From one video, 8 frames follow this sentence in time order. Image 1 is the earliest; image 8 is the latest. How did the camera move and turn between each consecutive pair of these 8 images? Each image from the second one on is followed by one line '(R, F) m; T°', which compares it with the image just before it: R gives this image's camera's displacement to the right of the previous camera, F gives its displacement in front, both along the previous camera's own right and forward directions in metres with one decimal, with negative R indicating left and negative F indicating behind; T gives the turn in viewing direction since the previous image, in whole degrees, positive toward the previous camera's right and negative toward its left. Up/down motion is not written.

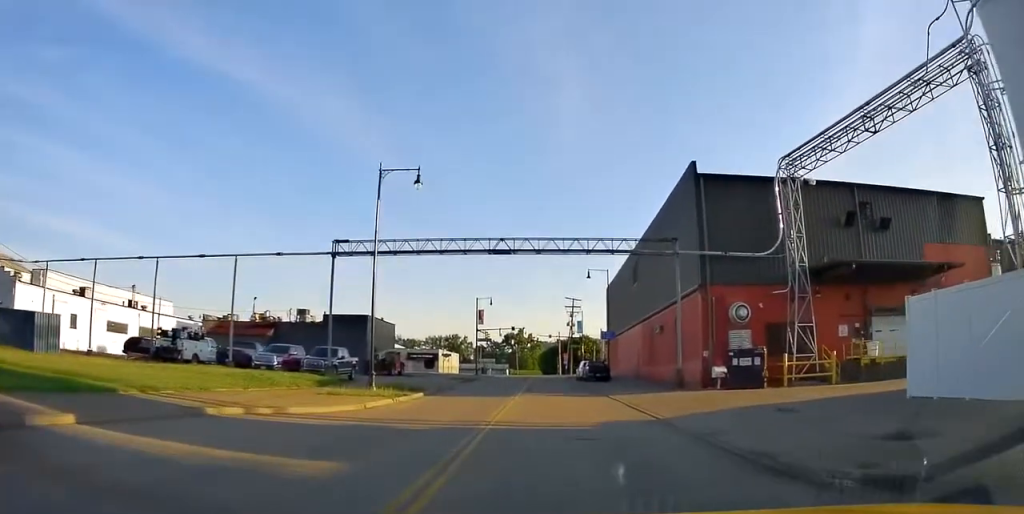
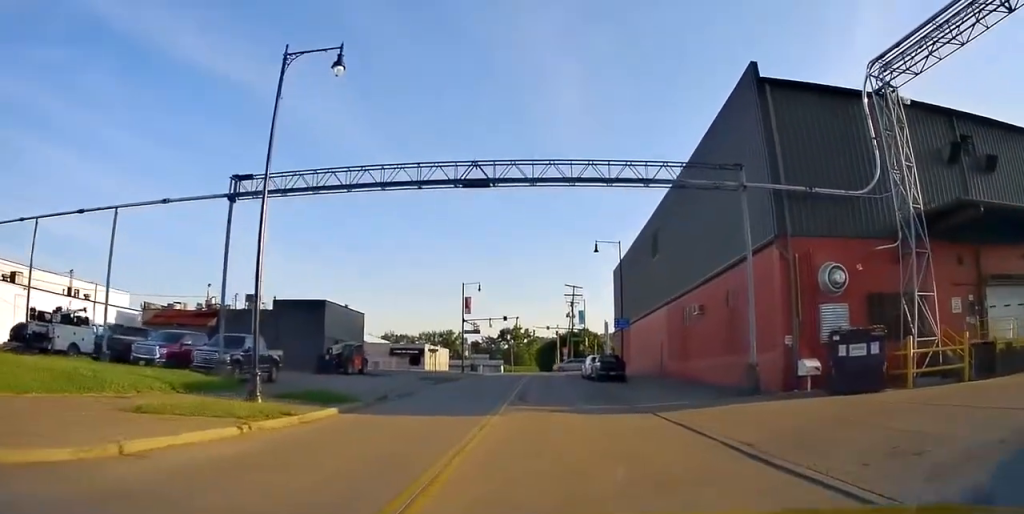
(-0.4, +9.6) m; -2°
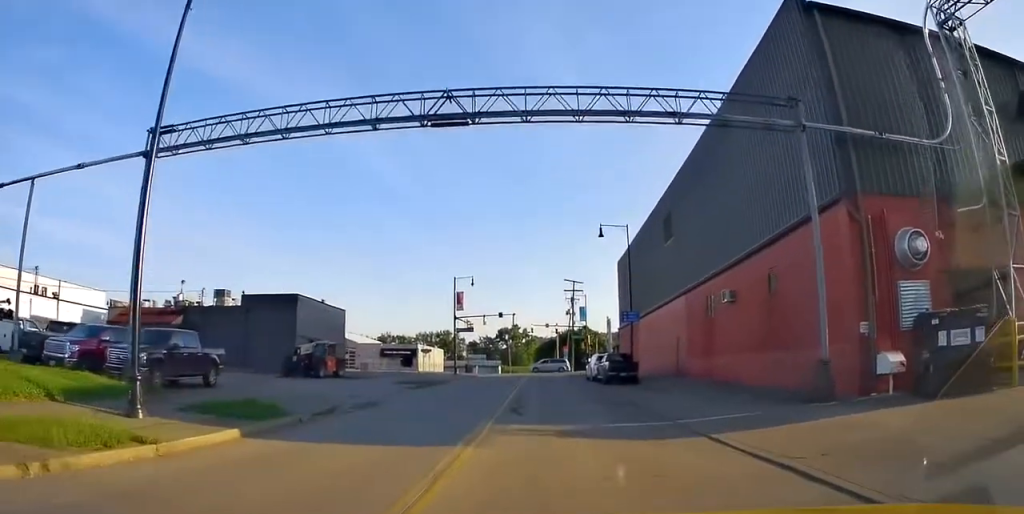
(0.0, +4.8) m; 0°
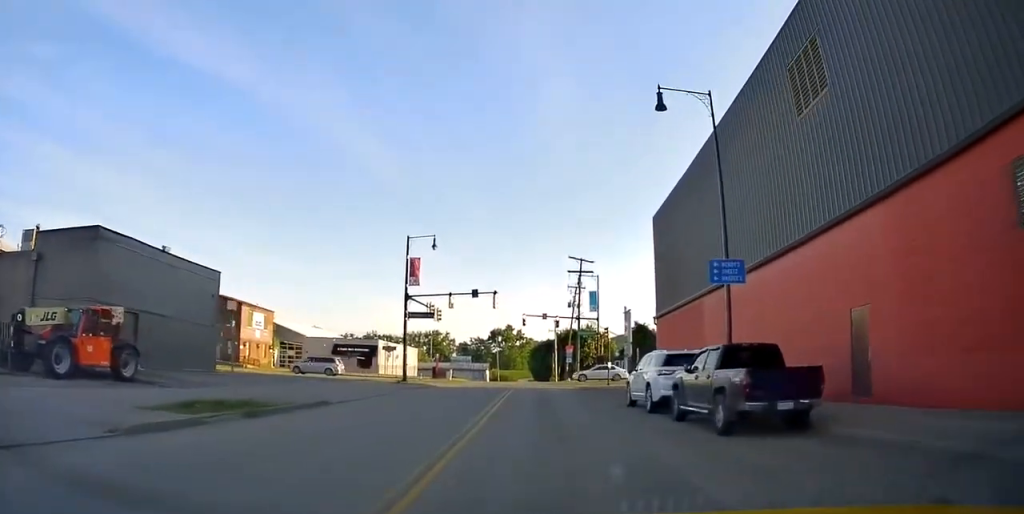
(-0.1, +22.0) m; 0°
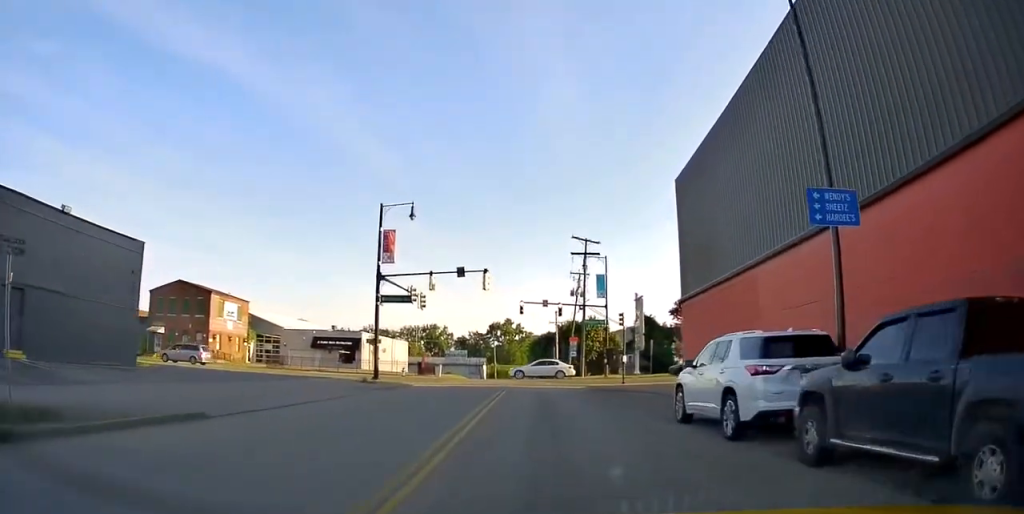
(+0.1, +7.8) m; +1°
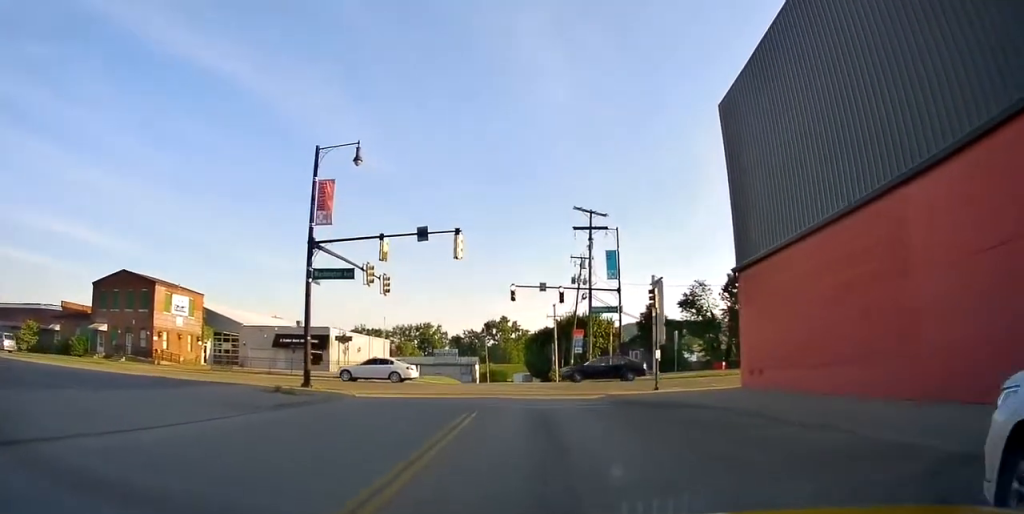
(+0.1, +11.1) m; 0°
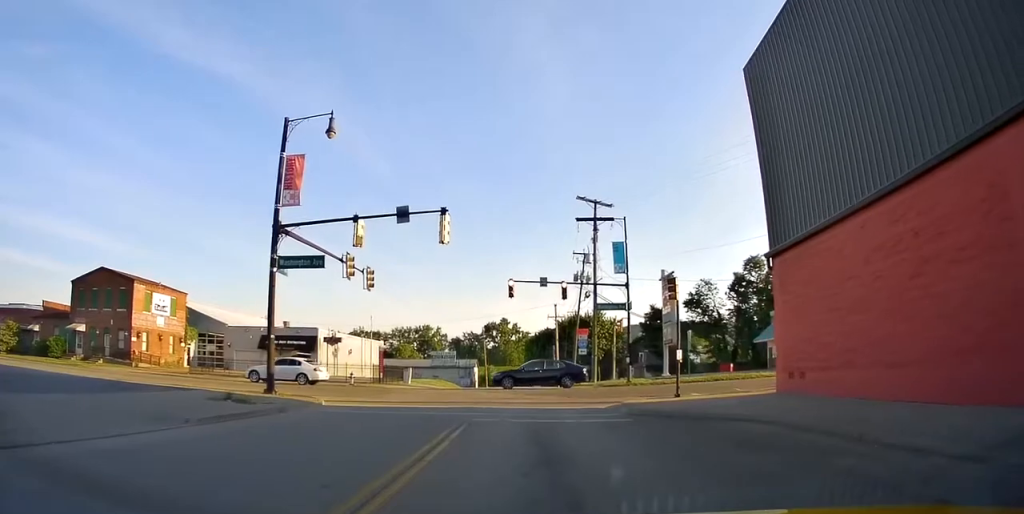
(0.0, +4.2) m; +1°
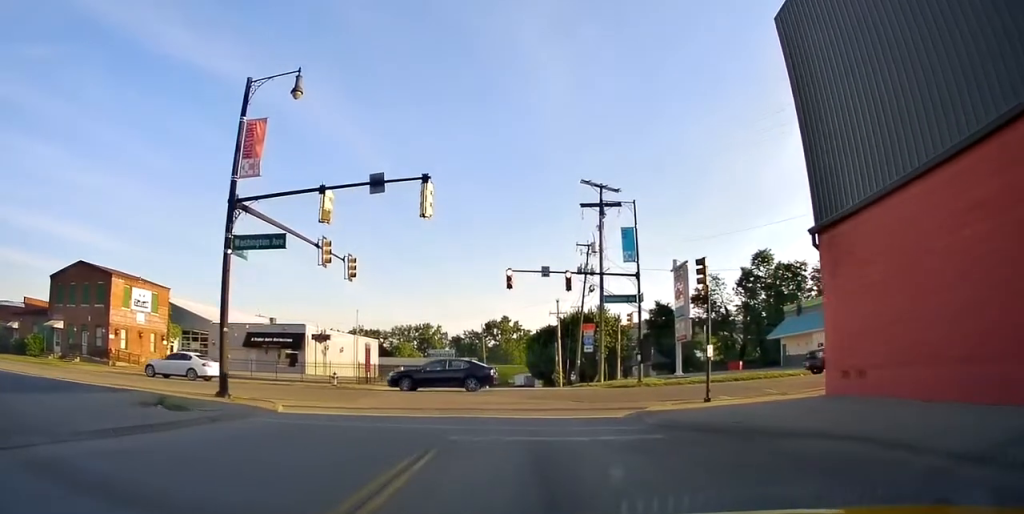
(0.0, +4.2) m; +1°
